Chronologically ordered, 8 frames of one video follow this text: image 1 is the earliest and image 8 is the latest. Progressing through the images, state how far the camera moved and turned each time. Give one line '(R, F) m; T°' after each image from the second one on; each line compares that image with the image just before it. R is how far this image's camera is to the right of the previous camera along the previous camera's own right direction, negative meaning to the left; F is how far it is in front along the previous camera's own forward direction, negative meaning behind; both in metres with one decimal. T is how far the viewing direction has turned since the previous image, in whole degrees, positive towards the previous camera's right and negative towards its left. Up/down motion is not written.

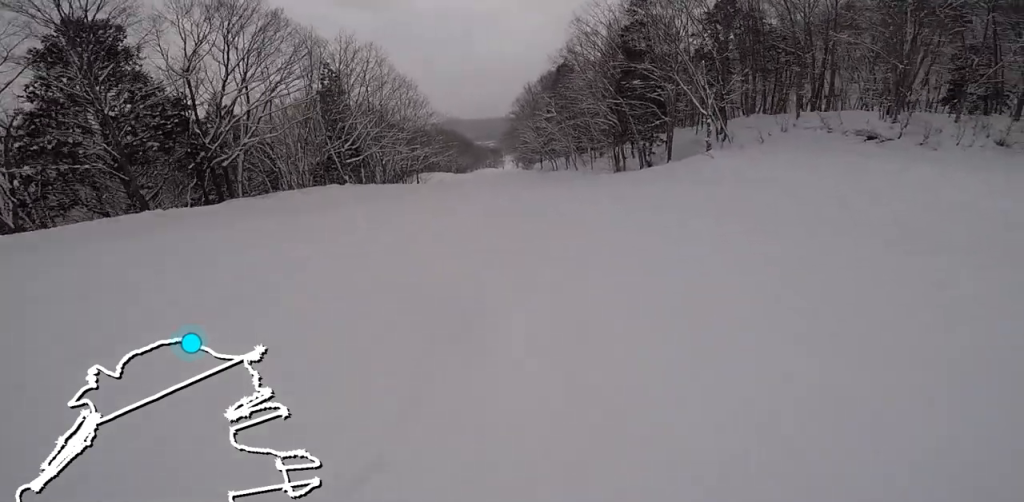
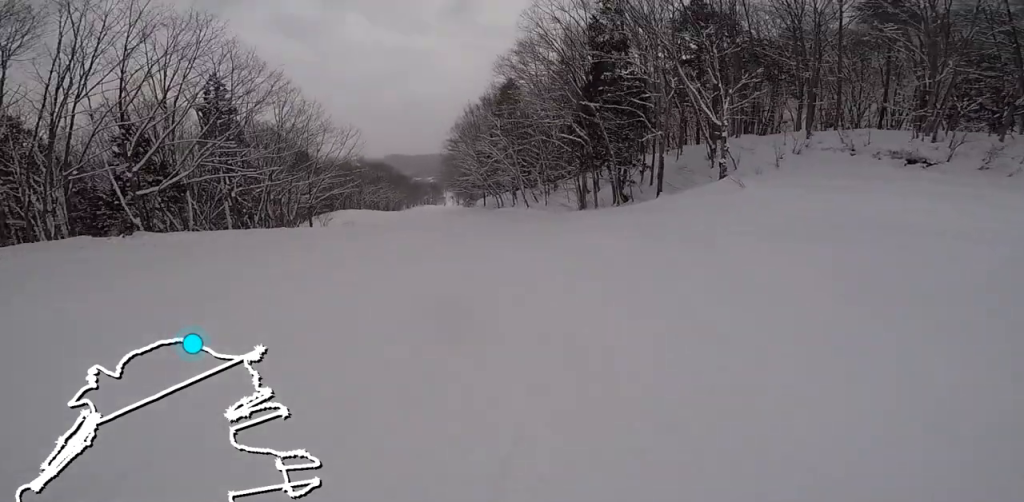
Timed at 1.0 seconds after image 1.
(+1.1, +10.3) m; 0°
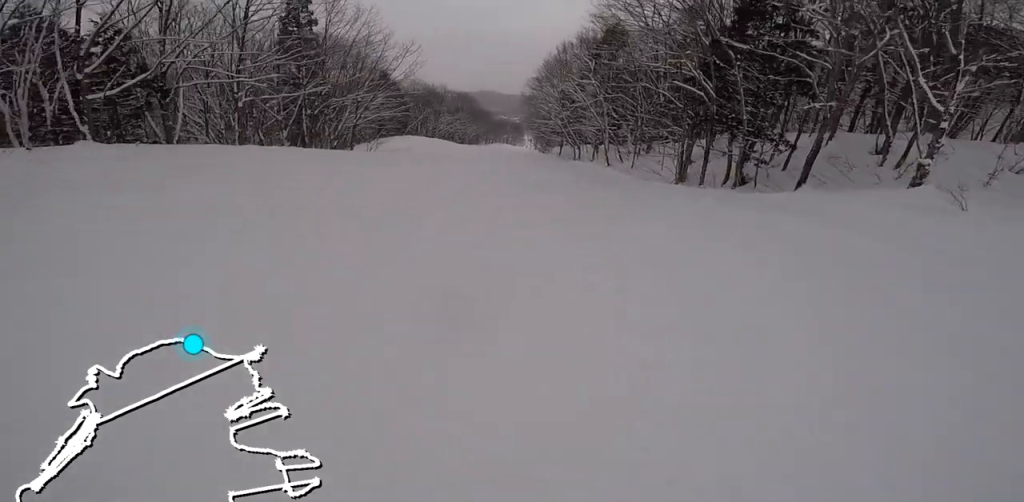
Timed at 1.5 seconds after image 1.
(-0.3, +5.4) m; -3°
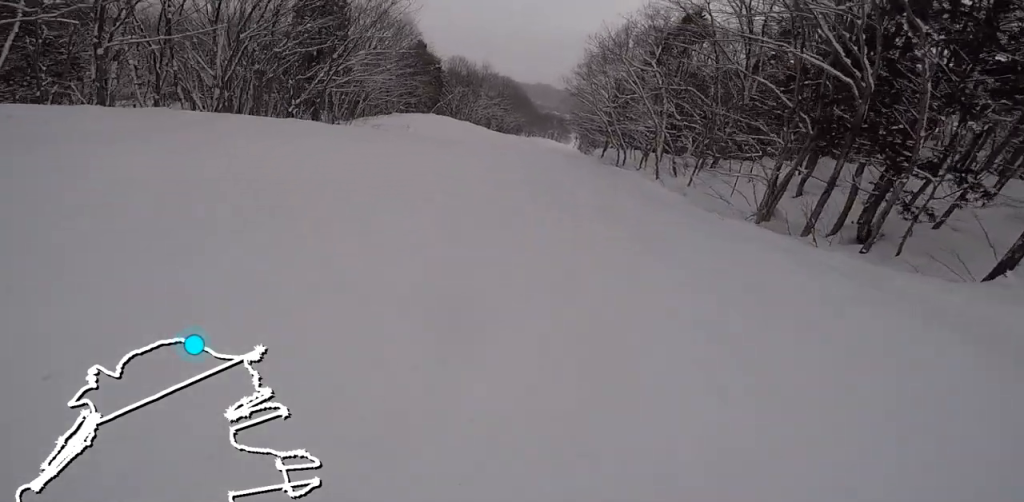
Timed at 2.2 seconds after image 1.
(-0.6, +7.5) m; -5°
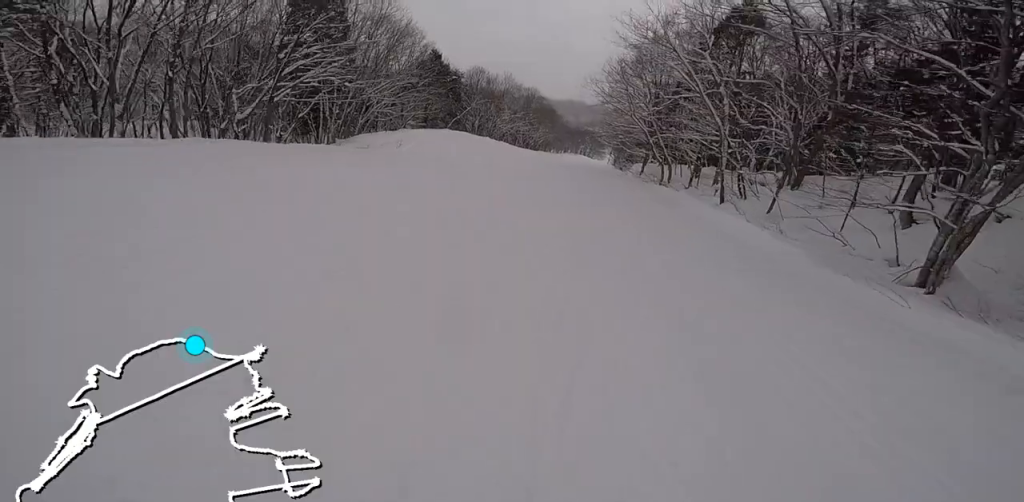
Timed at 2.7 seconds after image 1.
(0.0, +6.1) m; 0°
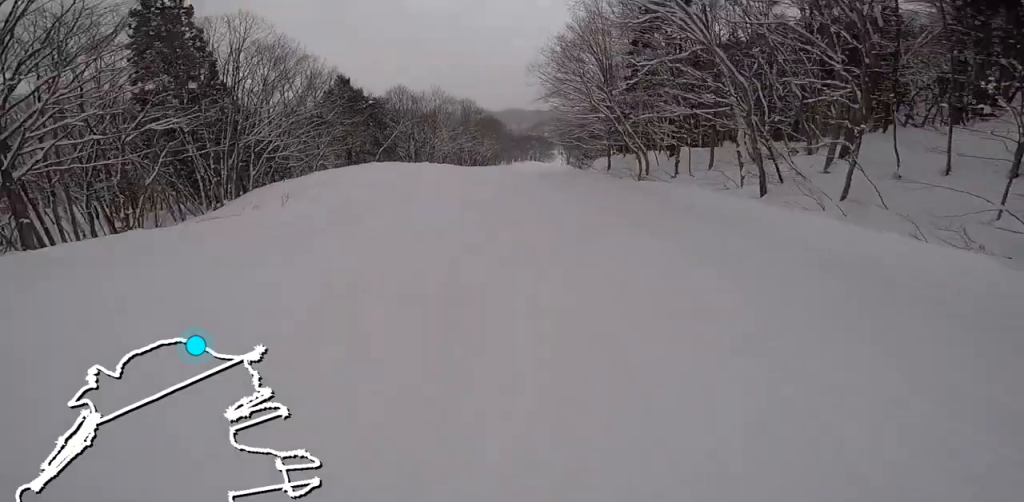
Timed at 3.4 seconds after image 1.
(0.0, +6.8) m; +2°
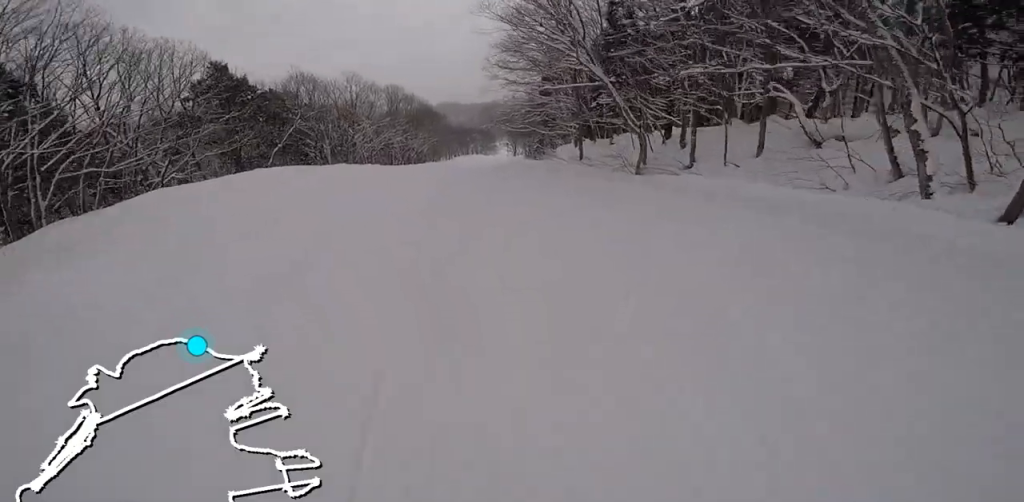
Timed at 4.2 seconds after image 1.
(0.0, +8.6) m; +5°
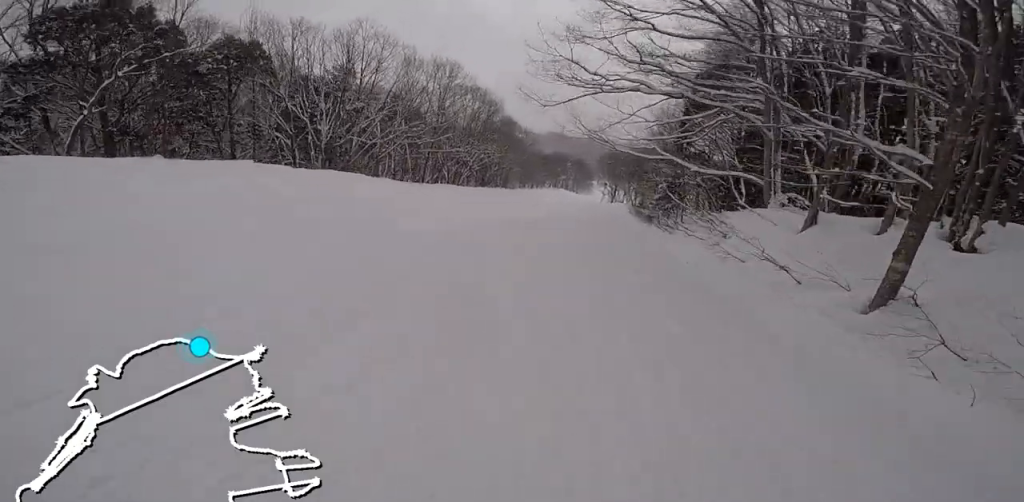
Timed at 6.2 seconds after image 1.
(-3.1, +21.0) m; -15°
